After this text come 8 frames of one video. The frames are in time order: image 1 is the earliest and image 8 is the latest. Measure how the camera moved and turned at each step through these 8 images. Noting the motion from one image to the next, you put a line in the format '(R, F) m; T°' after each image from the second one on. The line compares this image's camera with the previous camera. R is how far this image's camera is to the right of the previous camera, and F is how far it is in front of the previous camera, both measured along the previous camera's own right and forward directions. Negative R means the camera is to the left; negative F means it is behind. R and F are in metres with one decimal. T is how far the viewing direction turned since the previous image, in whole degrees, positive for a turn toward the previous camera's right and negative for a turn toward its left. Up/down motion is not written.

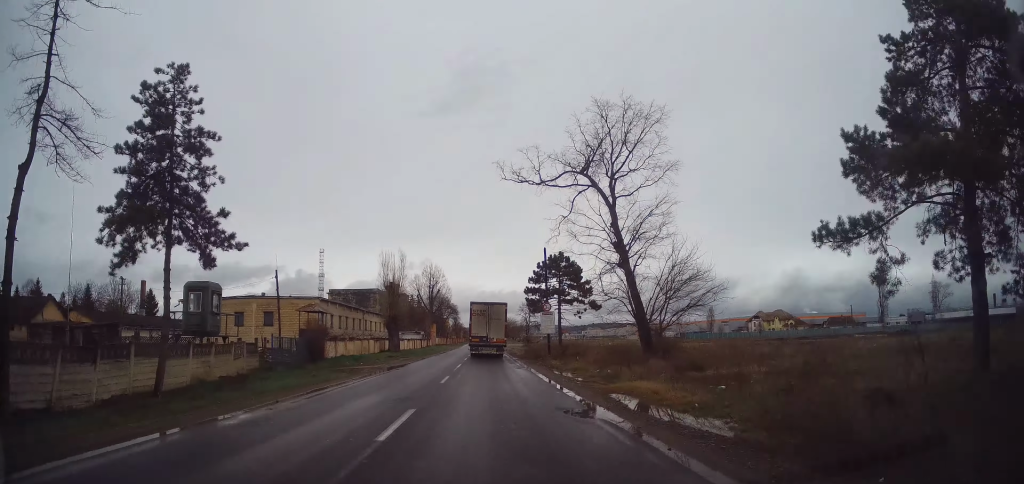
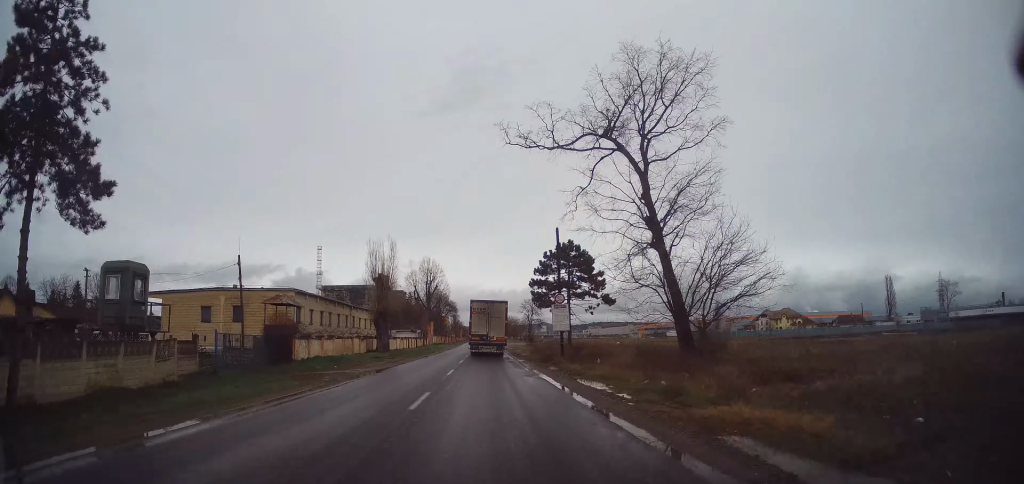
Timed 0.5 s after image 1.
(0.0, +6.4) m; 0°
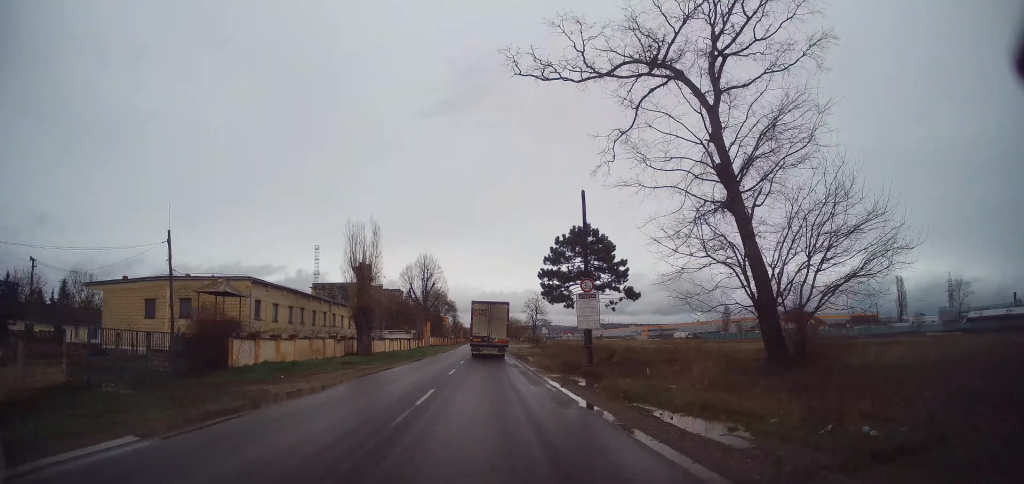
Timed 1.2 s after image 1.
(0.0, +8.2) m; 0°
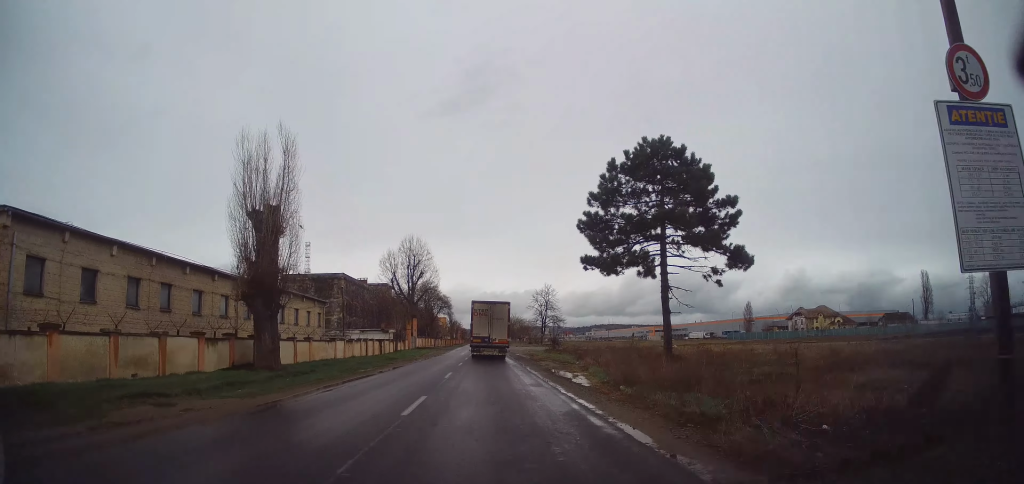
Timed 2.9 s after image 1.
(-0.1, +19.6) m; 0°
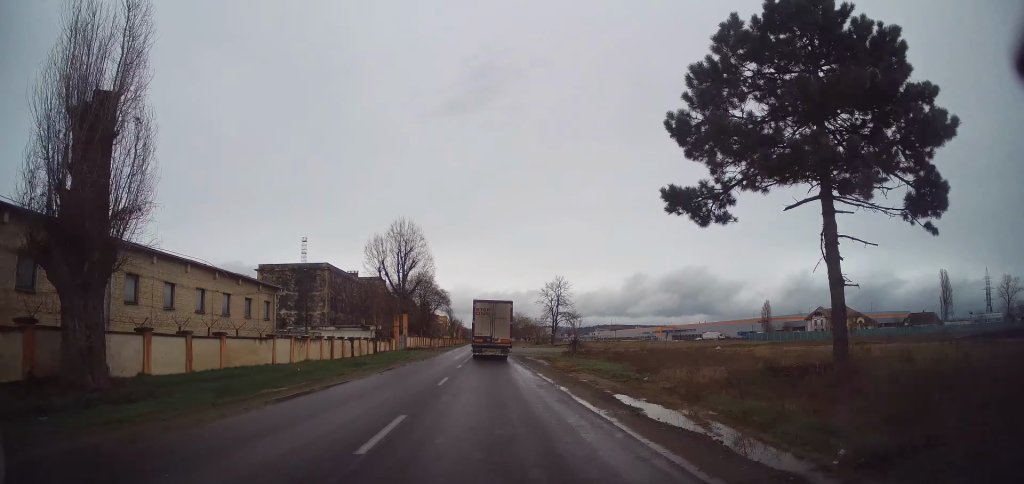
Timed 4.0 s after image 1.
(0.0, +12.2) m; 0°
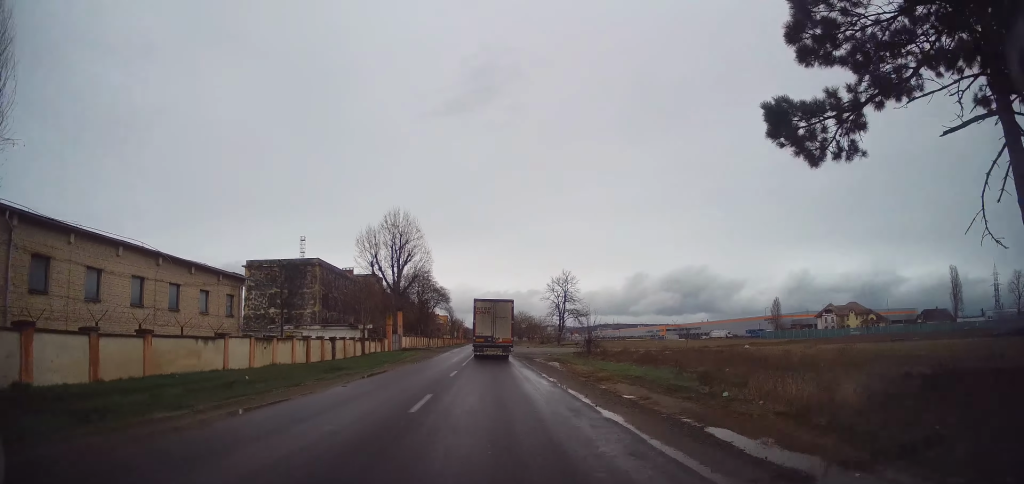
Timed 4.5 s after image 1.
(0.0, +5.7) m; -1°
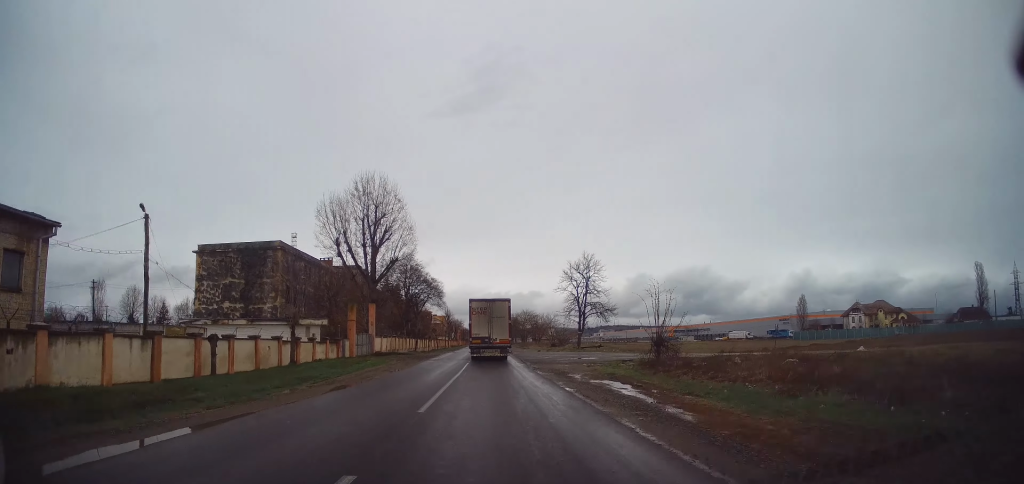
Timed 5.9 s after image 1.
(-0.4, +16.0) m; -1°
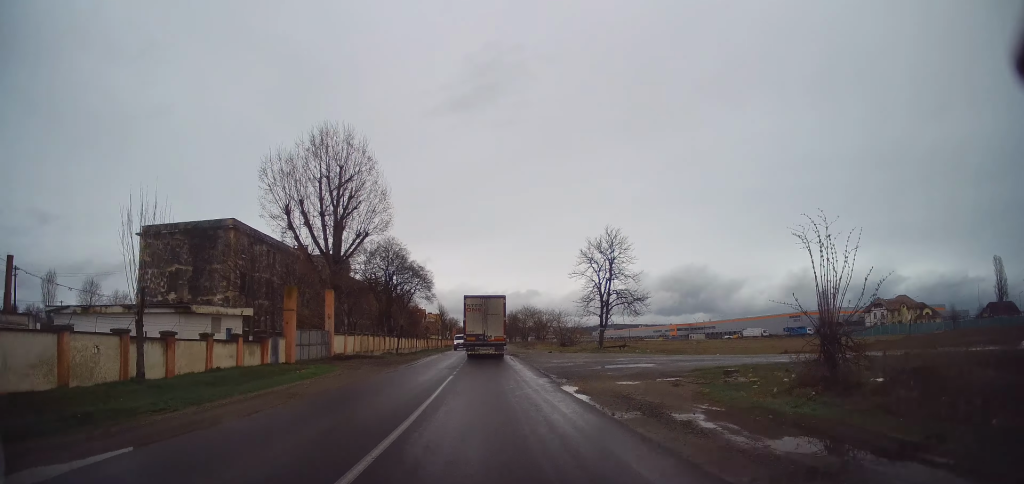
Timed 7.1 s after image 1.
(+0.2, +13.0) m; +2°
